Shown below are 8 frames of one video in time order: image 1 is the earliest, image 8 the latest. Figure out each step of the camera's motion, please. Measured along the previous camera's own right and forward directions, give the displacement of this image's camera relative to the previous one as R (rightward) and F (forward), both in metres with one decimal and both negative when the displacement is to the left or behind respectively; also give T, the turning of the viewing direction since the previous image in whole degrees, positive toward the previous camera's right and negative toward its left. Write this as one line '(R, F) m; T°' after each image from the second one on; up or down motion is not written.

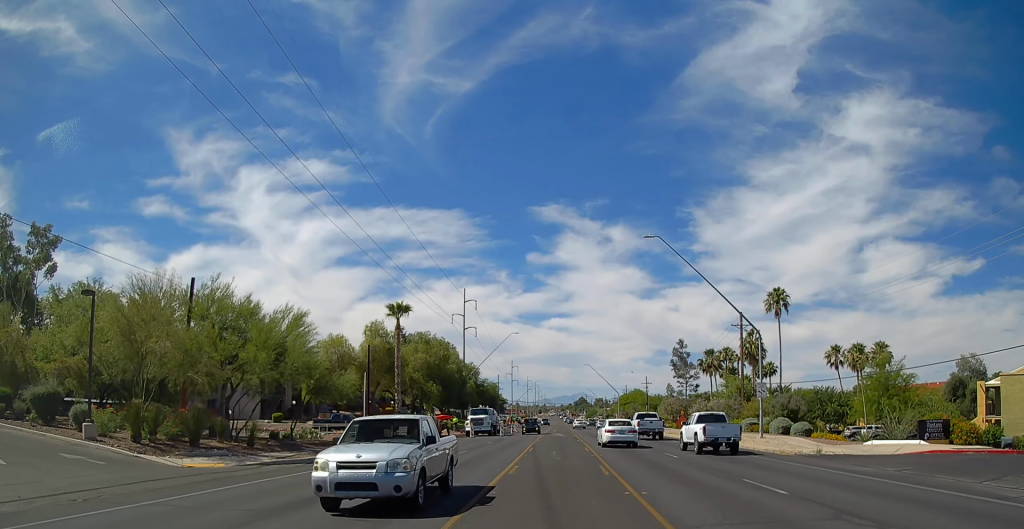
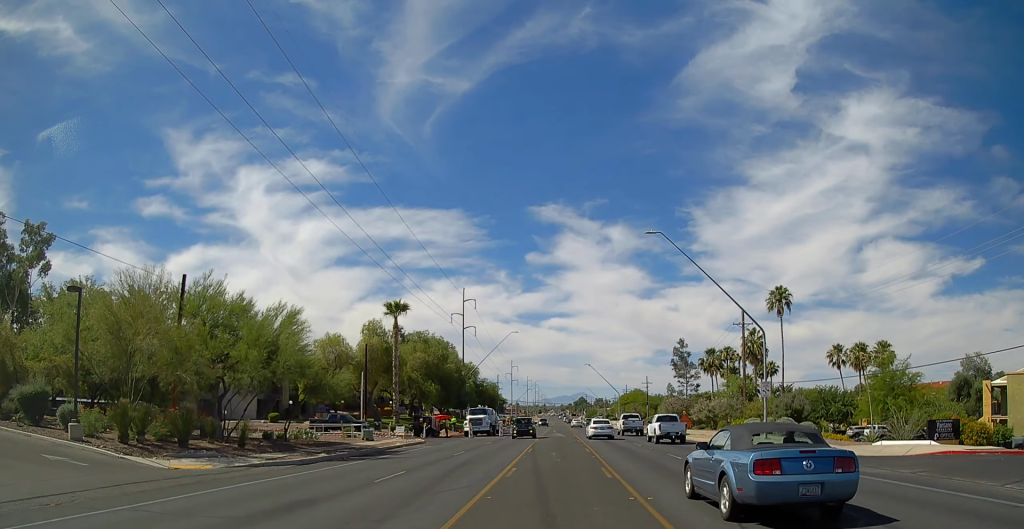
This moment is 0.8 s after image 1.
(0.0, +0.4) m; 0°
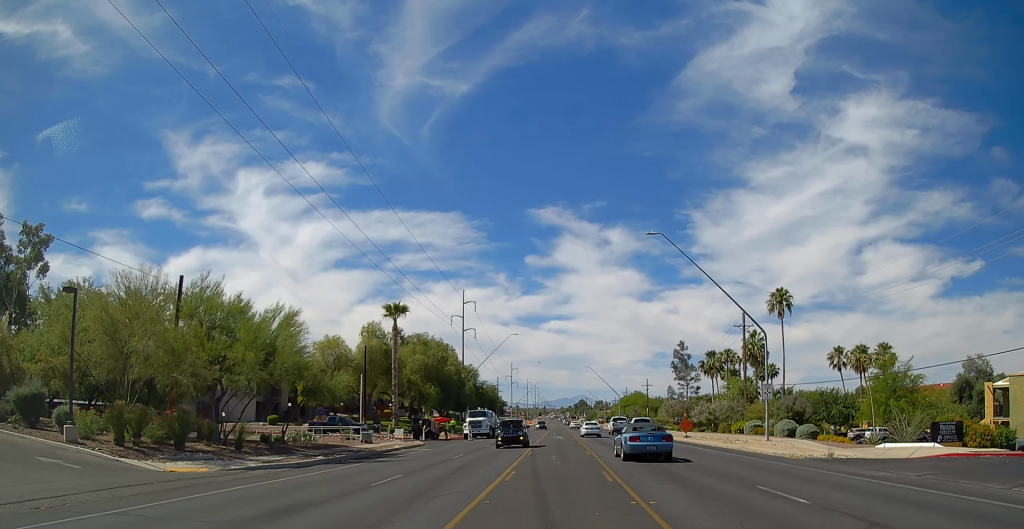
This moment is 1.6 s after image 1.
(0.0, -0.2) m; 0°
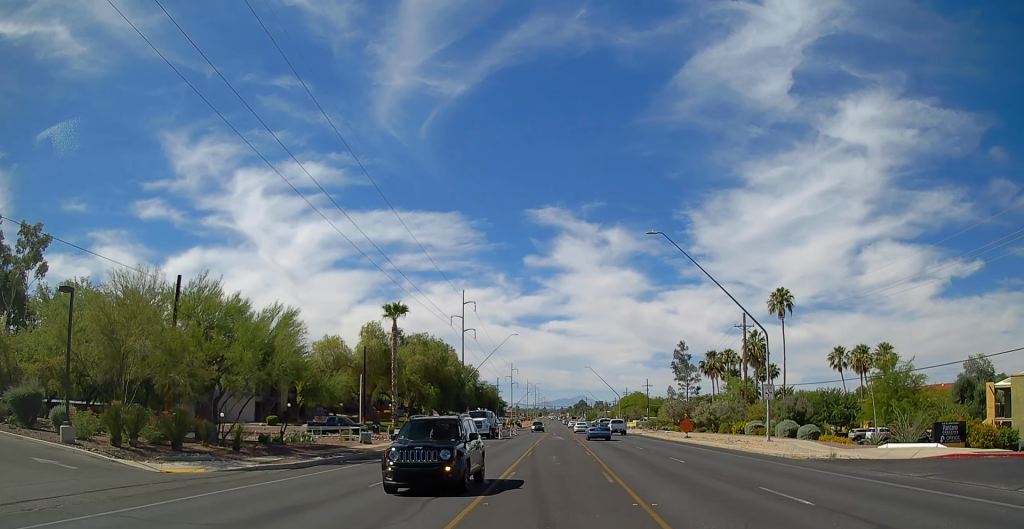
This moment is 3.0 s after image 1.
(0.0, -0.2) m; 0°
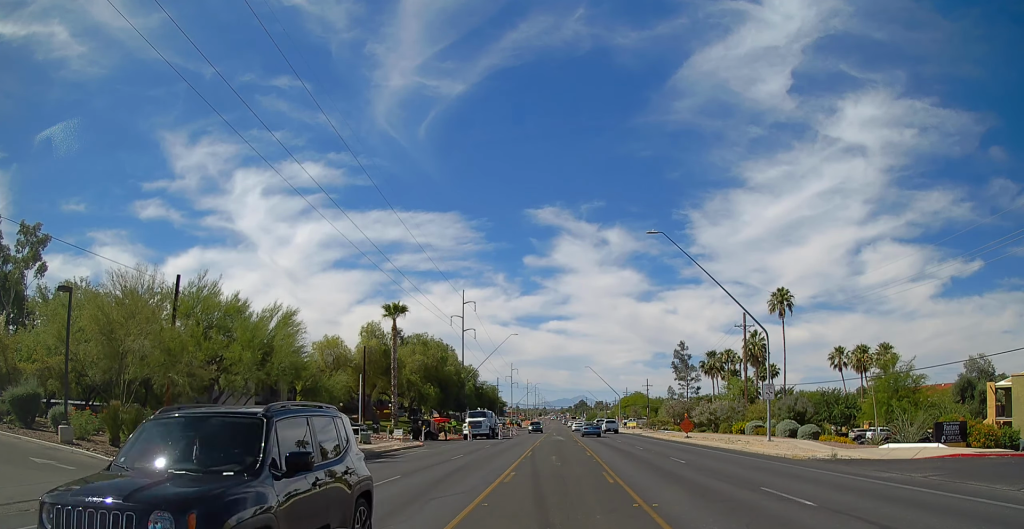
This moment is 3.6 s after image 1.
(0.0, 0.0) m; 0°
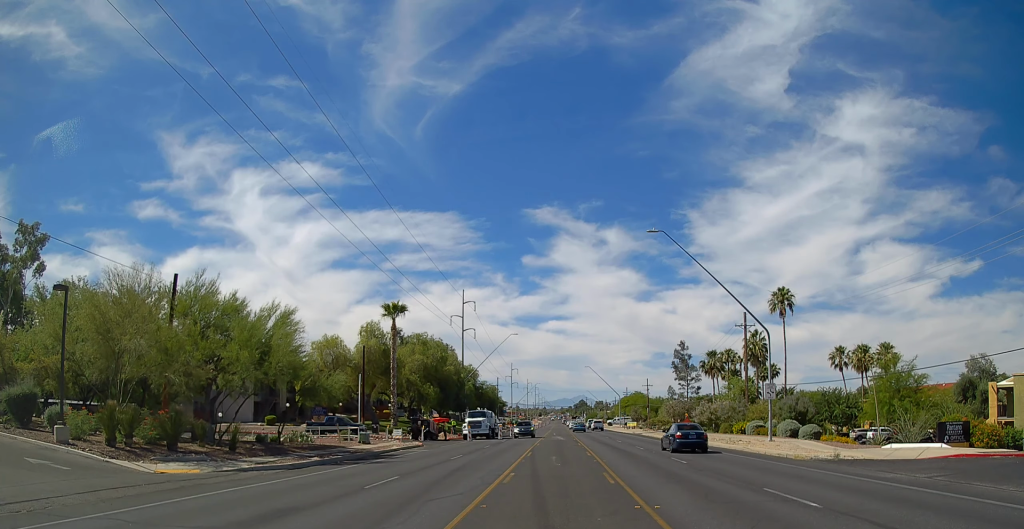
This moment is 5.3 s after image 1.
(0.0, 0.0) m; 0°
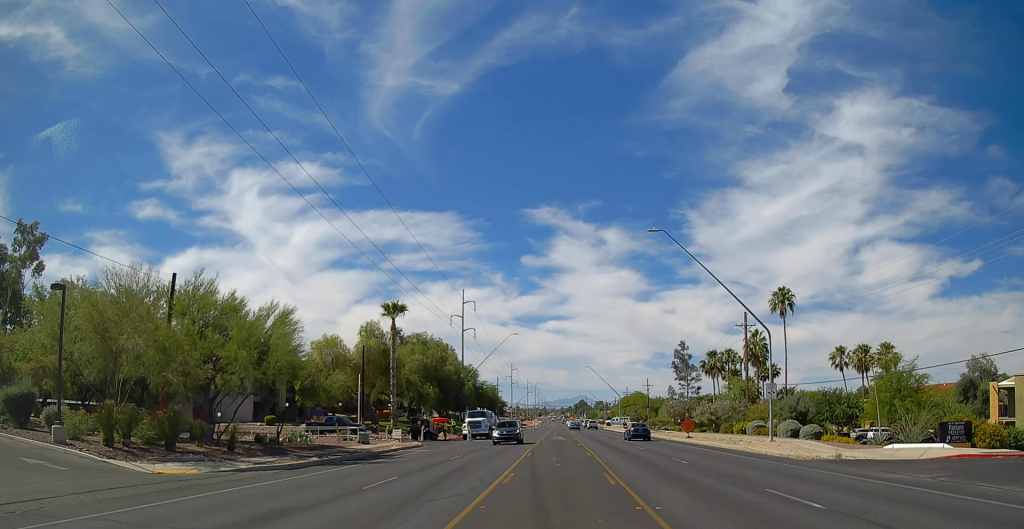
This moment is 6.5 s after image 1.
(0.0, 0.0) m; 0°
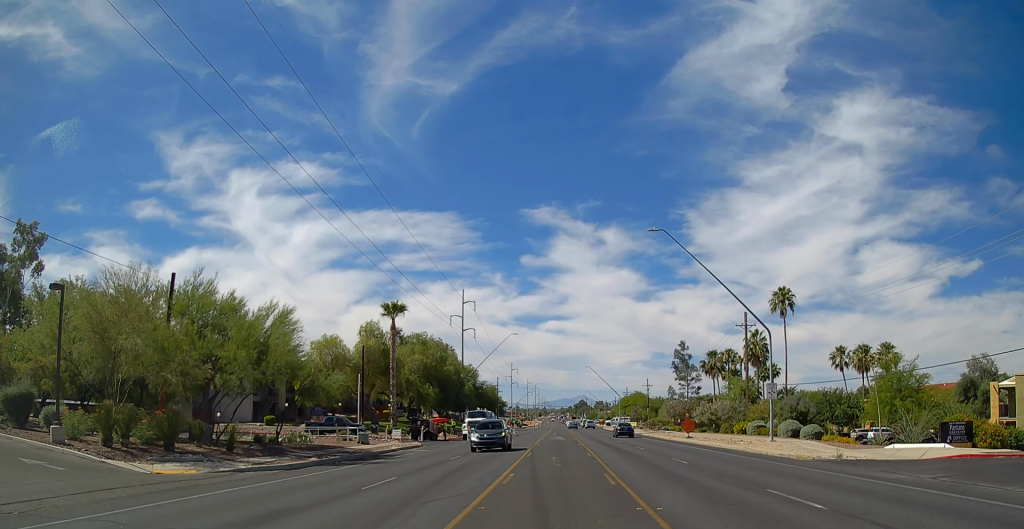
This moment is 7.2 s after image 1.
(0.0, 0.0) m; 0°
